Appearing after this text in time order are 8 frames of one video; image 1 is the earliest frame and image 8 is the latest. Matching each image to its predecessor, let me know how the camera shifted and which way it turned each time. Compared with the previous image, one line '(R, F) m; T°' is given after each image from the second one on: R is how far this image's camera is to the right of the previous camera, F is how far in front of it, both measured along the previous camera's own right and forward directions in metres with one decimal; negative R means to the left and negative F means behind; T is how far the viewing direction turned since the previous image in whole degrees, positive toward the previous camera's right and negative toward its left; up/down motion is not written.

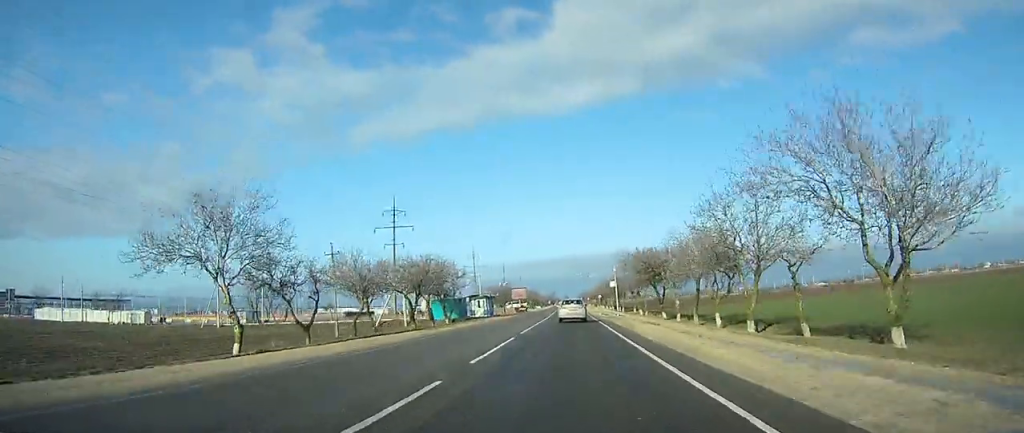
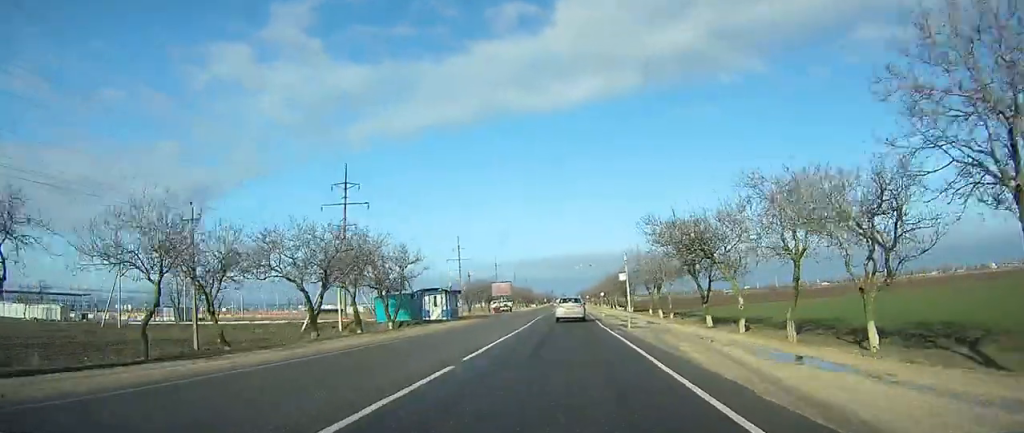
(+0.1, +21.8) m; 0°
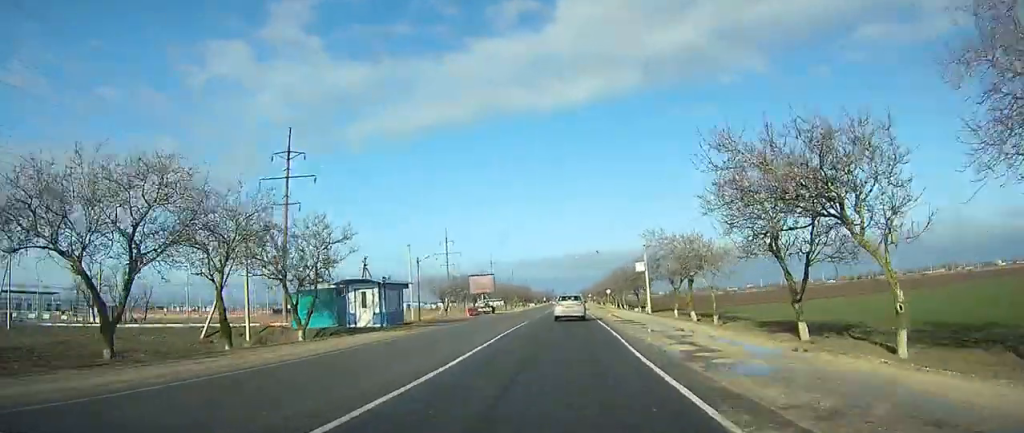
(+0.1, +17.6) m; 0°
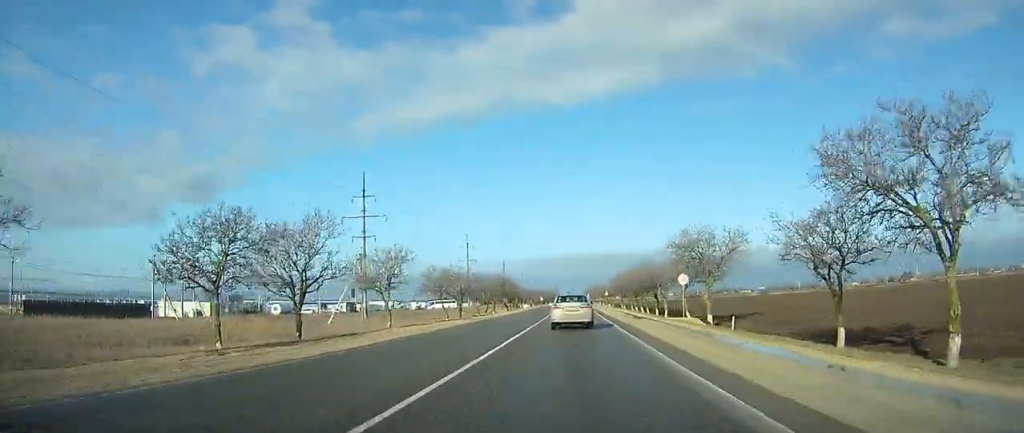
(-0.3, +63.1) m; 0°
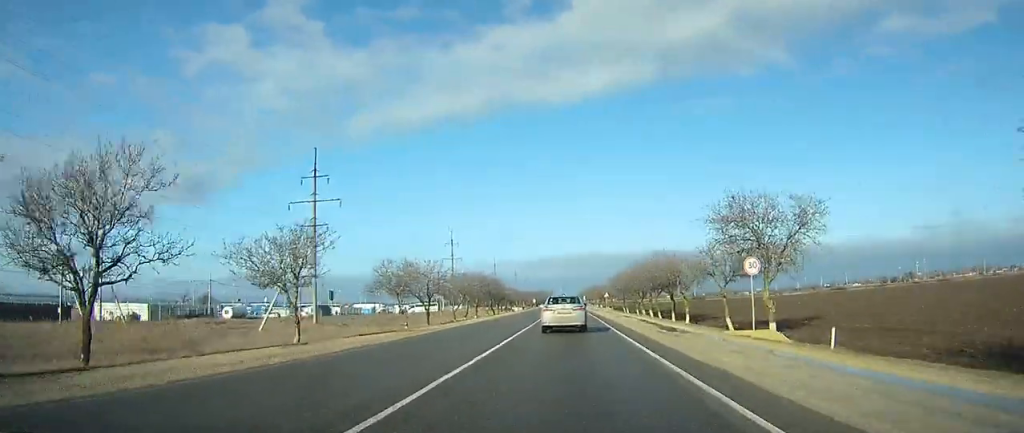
(0.0, +15.5) m; 0°
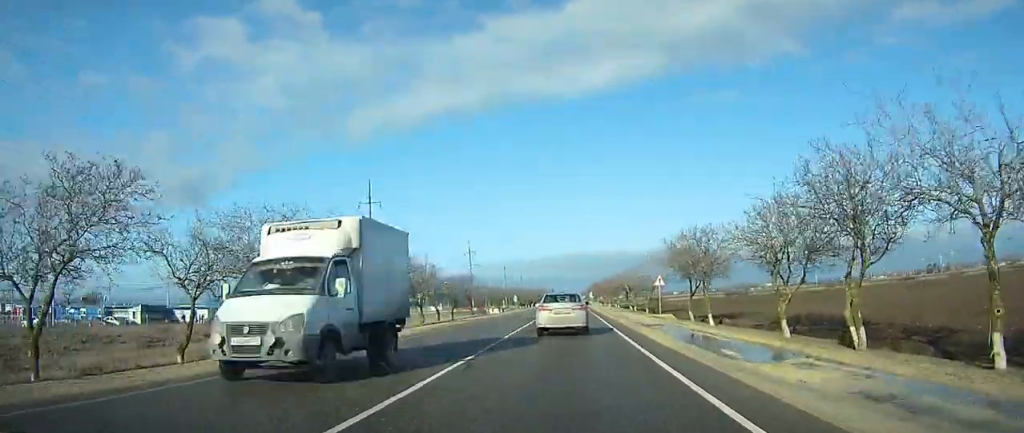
(-0.1, +65.0) m; -1°
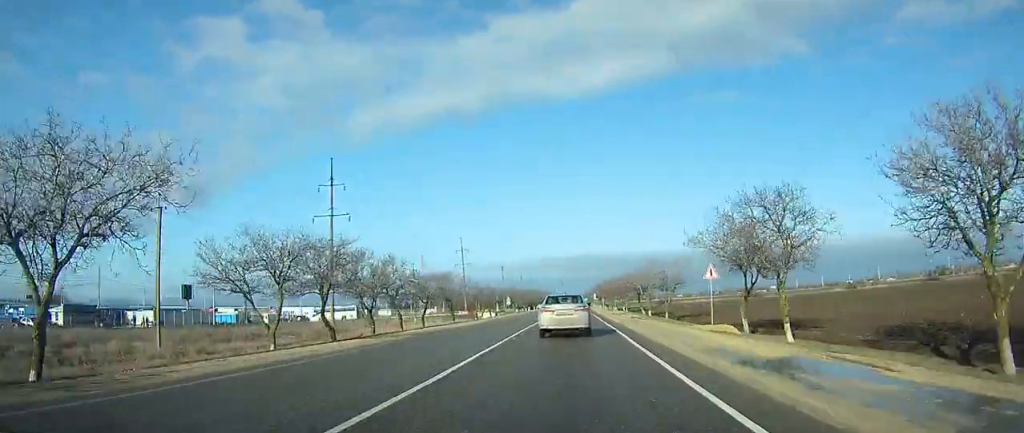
(0.0, +16.2) m; 0°
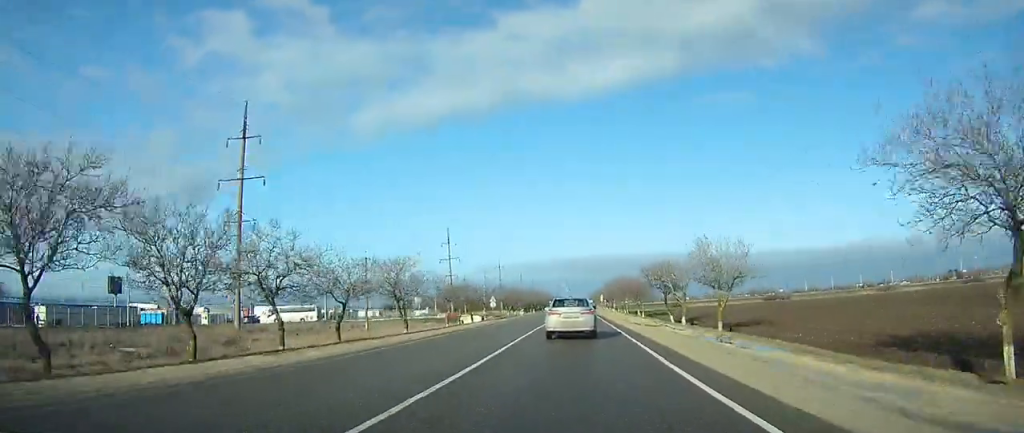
(-0.1, +23.7) m; 0°
